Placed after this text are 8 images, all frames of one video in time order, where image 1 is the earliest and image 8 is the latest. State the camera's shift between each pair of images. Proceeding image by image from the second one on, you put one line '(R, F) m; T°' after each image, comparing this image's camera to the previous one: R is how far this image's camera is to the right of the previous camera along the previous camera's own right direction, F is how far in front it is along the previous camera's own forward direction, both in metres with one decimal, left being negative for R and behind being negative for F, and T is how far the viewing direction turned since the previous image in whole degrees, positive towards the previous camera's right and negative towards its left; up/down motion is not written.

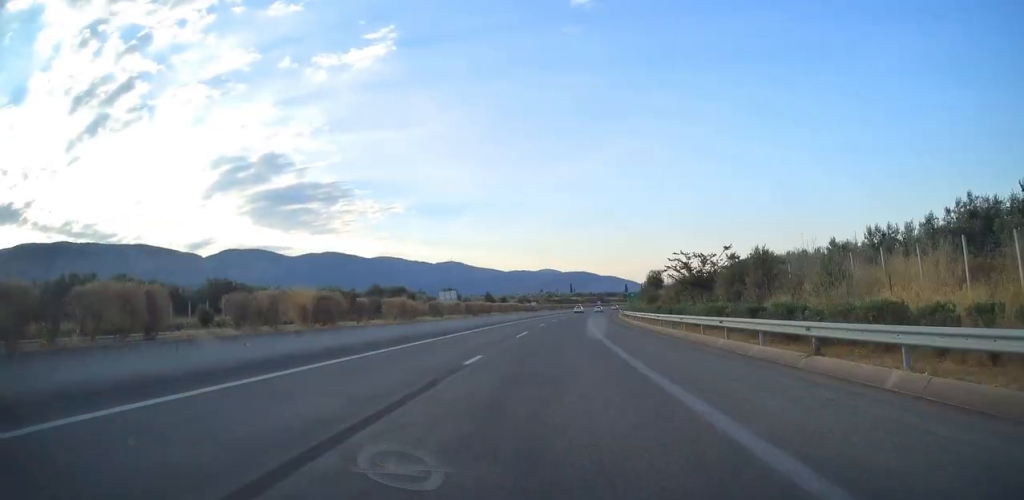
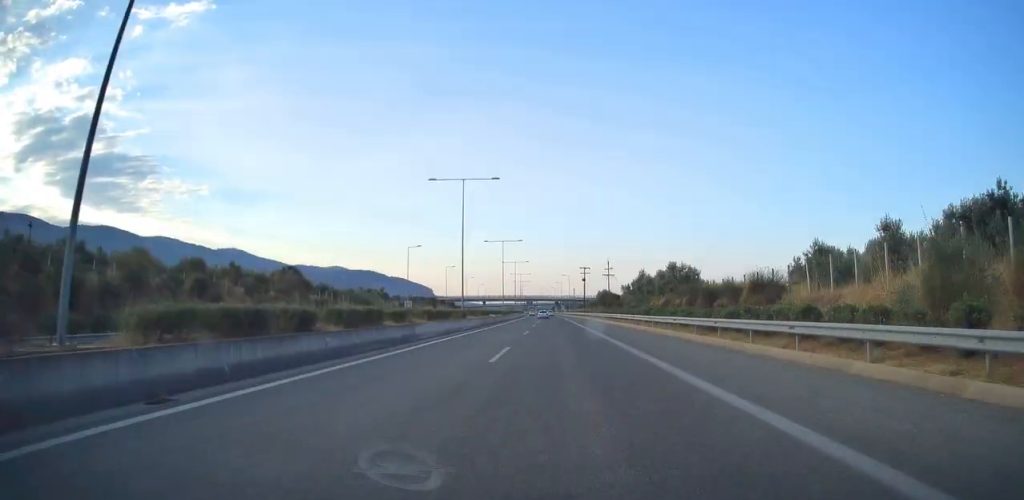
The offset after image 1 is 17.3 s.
(+111.8, +661.3) m; +11°
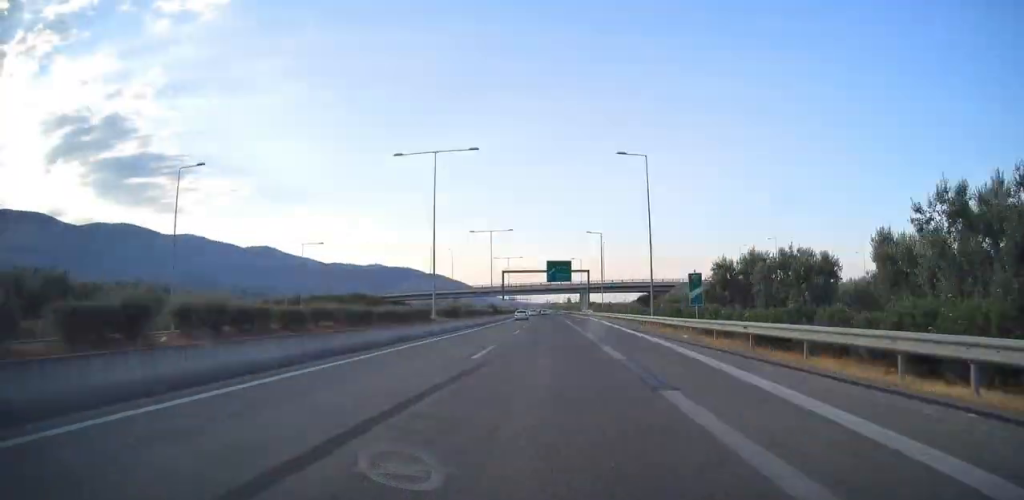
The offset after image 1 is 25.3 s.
(-7.2, +316.3) m; -3°
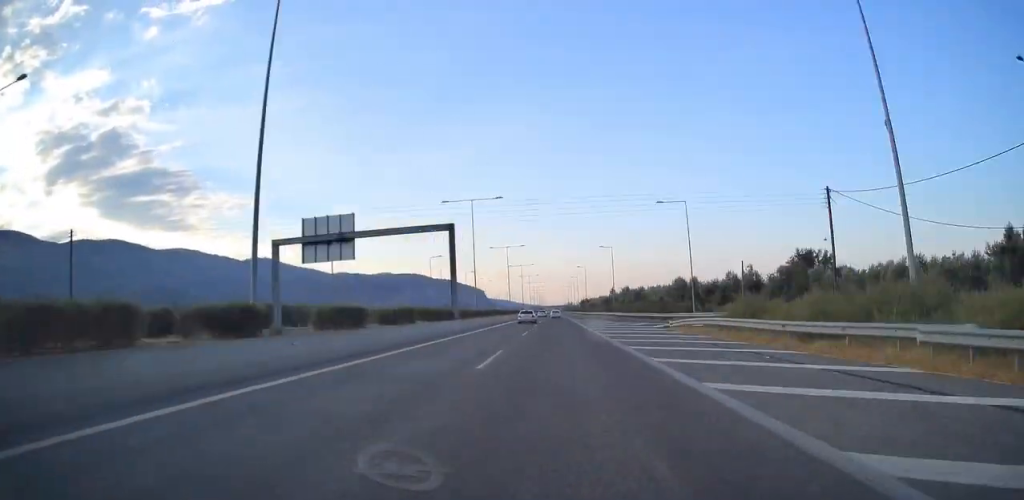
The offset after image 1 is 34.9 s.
(-9.4, +381.1) m; -2°
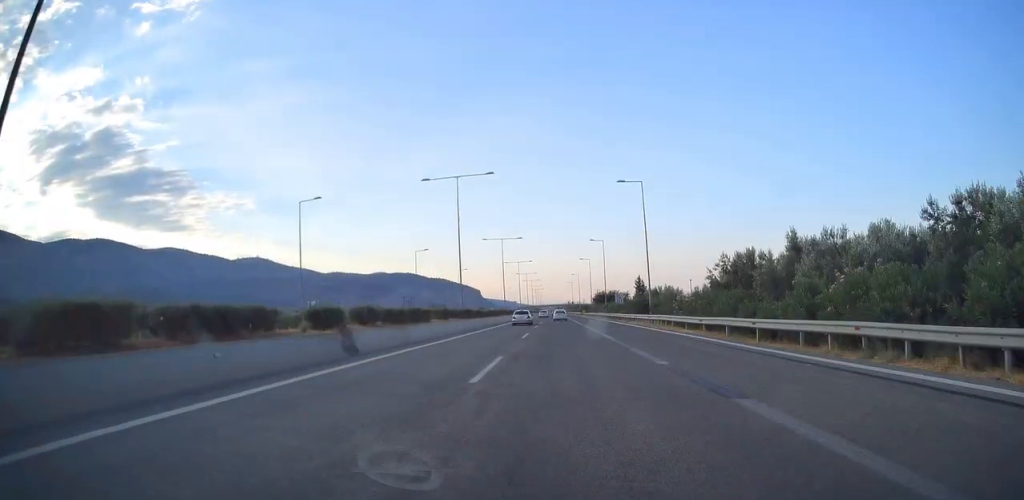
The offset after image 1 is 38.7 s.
(-0.1, +148.3) m; 0°
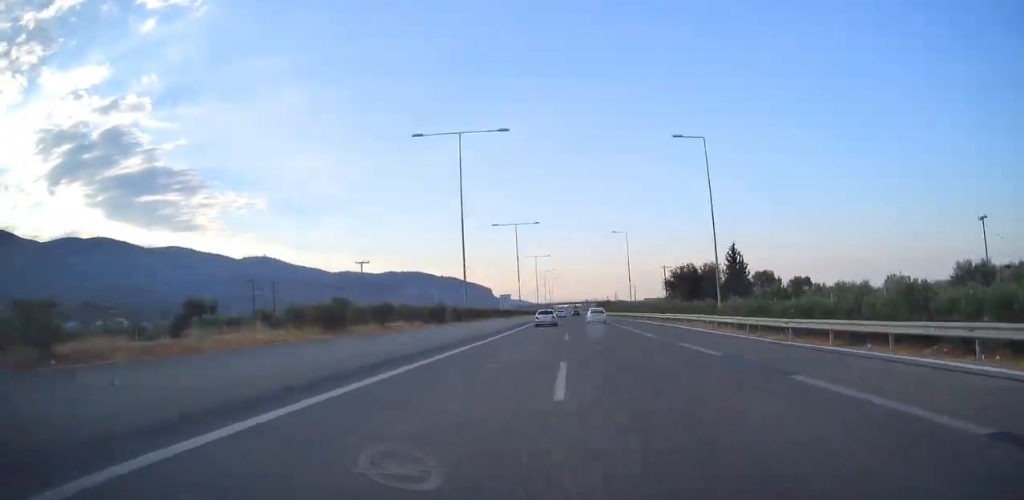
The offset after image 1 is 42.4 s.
(-0.8, +149.1) m; 0°
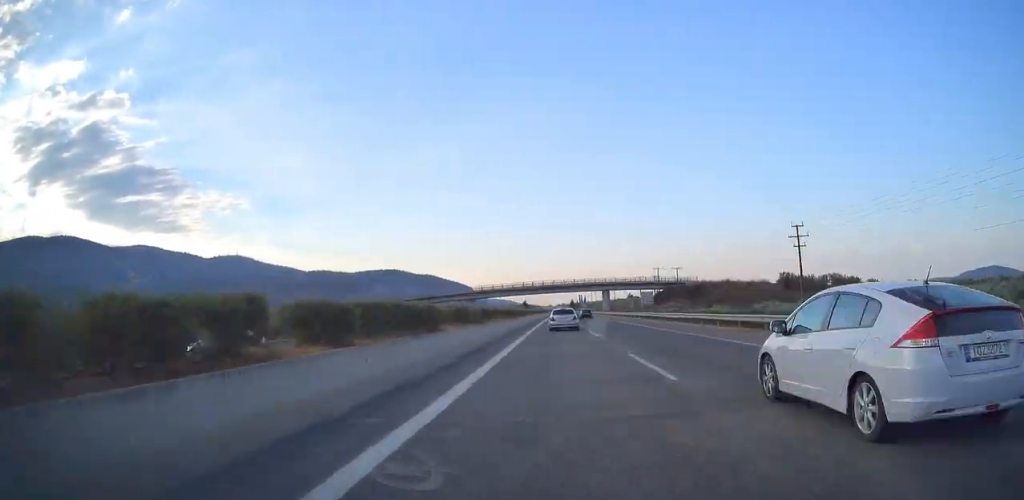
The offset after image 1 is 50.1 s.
(0.0, +310.1) m; 0°
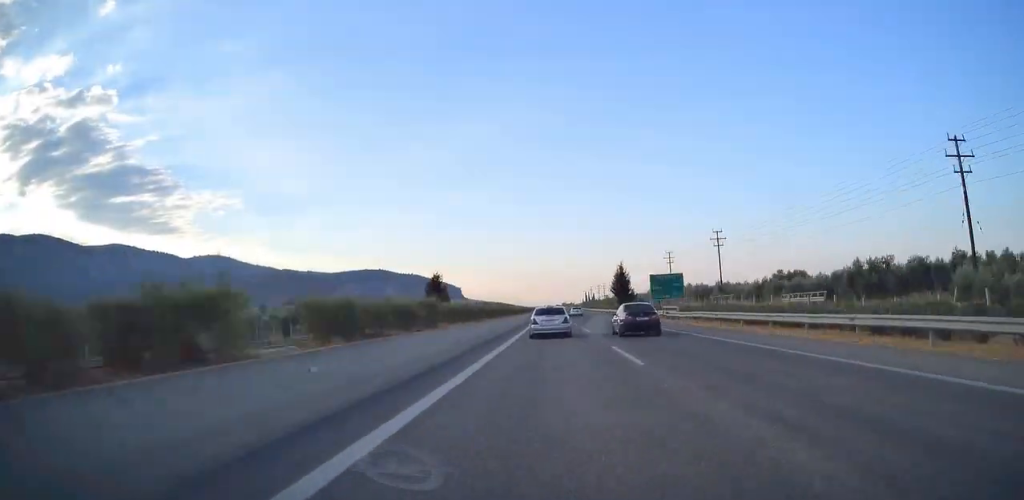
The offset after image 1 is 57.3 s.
(+0.5, +291.3) m; 0°
